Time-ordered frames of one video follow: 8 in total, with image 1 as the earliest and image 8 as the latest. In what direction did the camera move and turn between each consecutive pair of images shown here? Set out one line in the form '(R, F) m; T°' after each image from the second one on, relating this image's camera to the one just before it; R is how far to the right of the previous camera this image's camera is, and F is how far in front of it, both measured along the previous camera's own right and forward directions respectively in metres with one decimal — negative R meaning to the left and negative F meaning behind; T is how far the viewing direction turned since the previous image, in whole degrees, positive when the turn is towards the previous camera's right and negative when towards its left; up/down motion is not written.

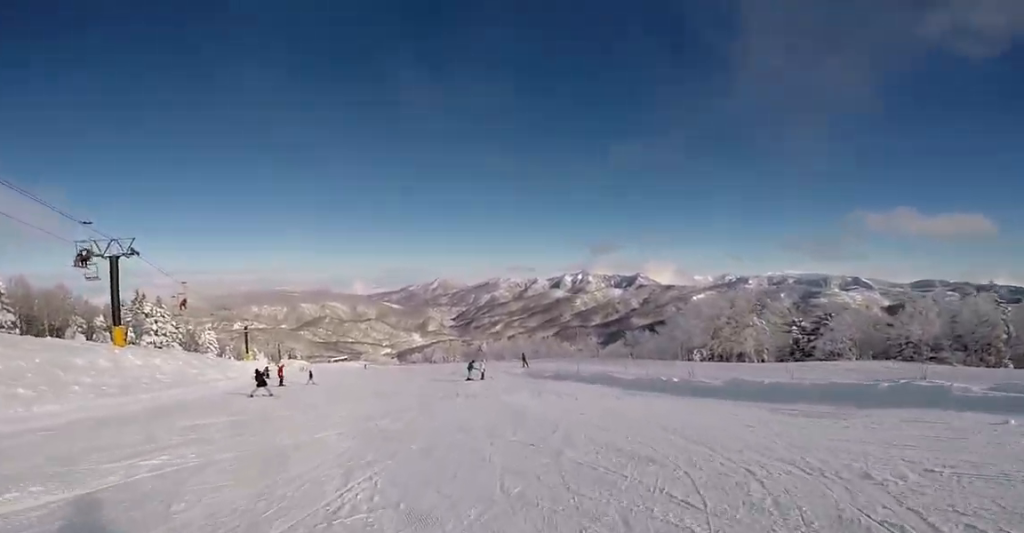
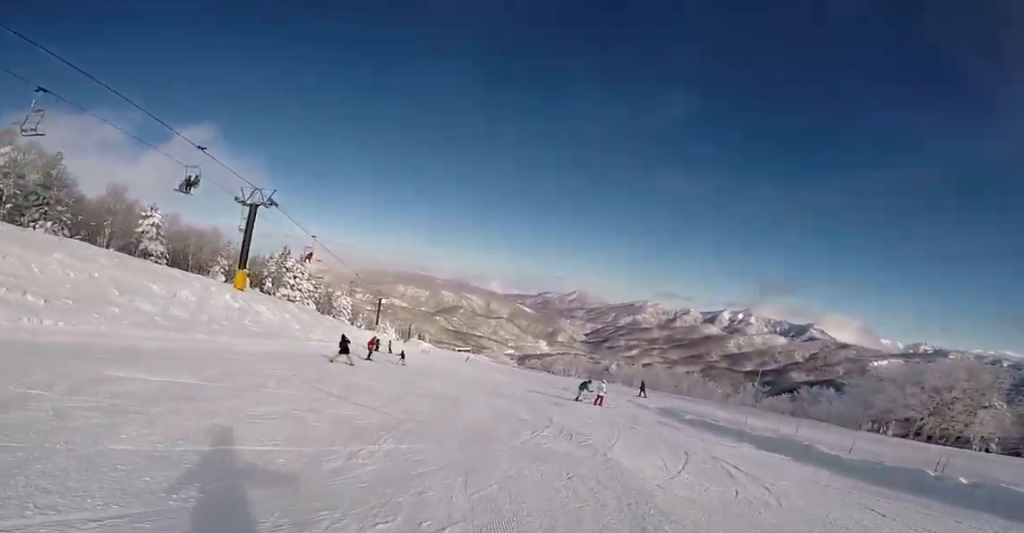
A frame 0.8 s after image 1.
(-0.9, +5.6) m; -7°
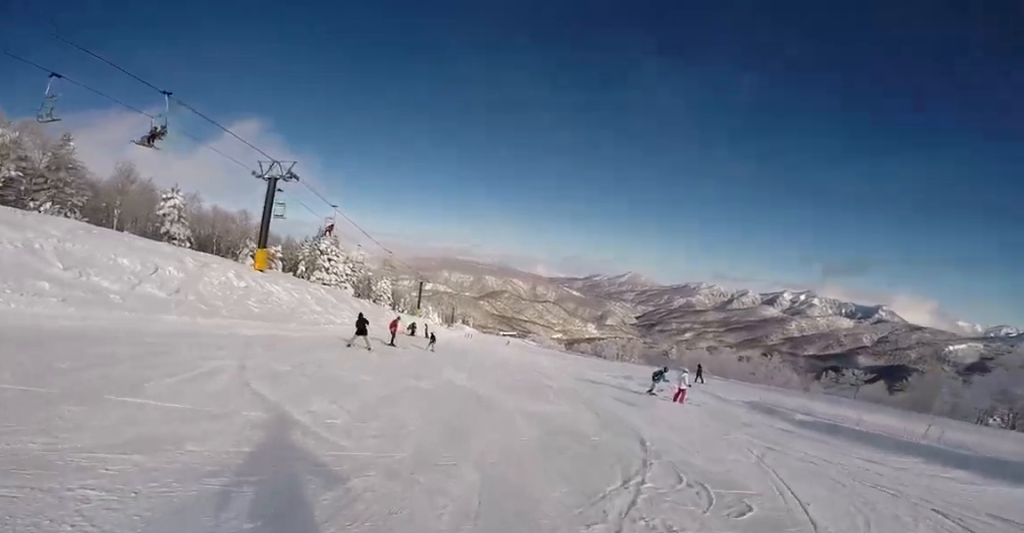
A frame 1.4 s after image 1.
(-0.1, +5.0) m; +2°
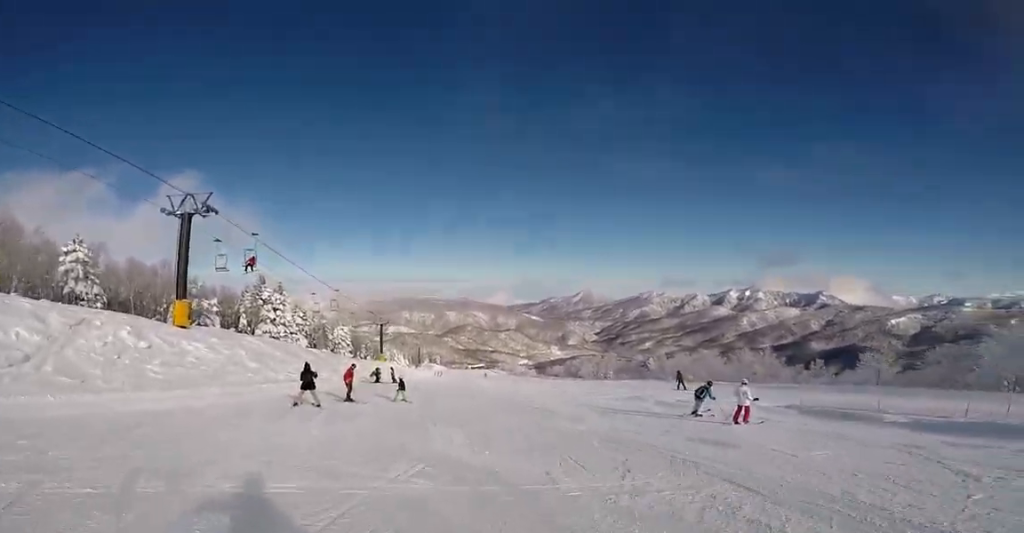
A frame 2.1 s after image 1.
(0.0, +5.4) m; +4°
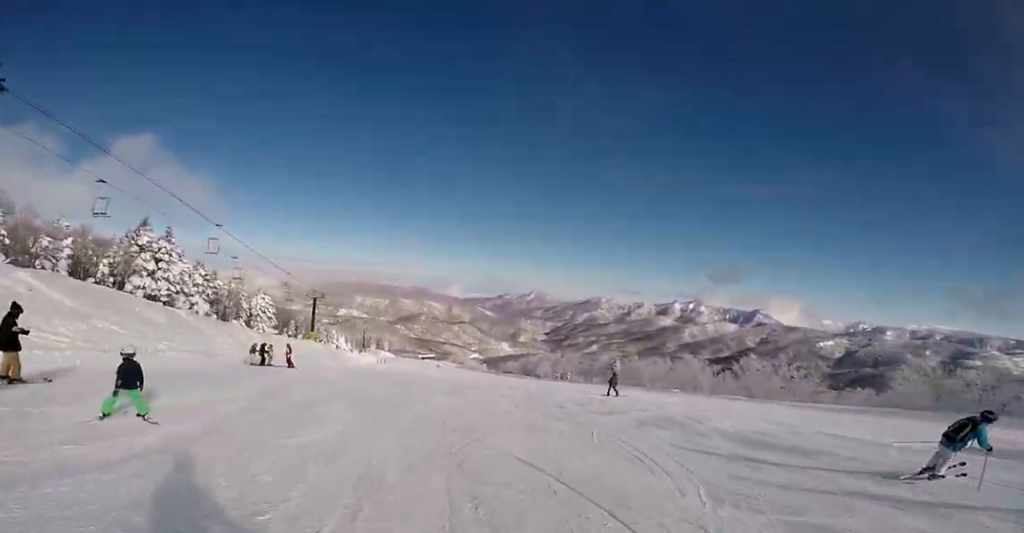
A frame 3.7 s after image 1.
(+0.2, +12.5) m; -5°
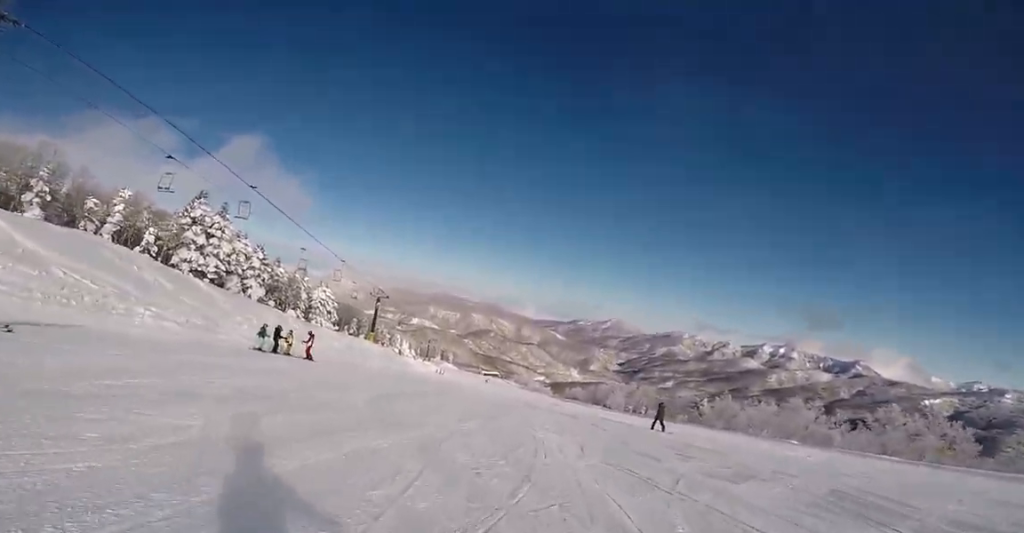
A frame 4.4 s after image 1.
(-0.3, +6.2) m; -3°
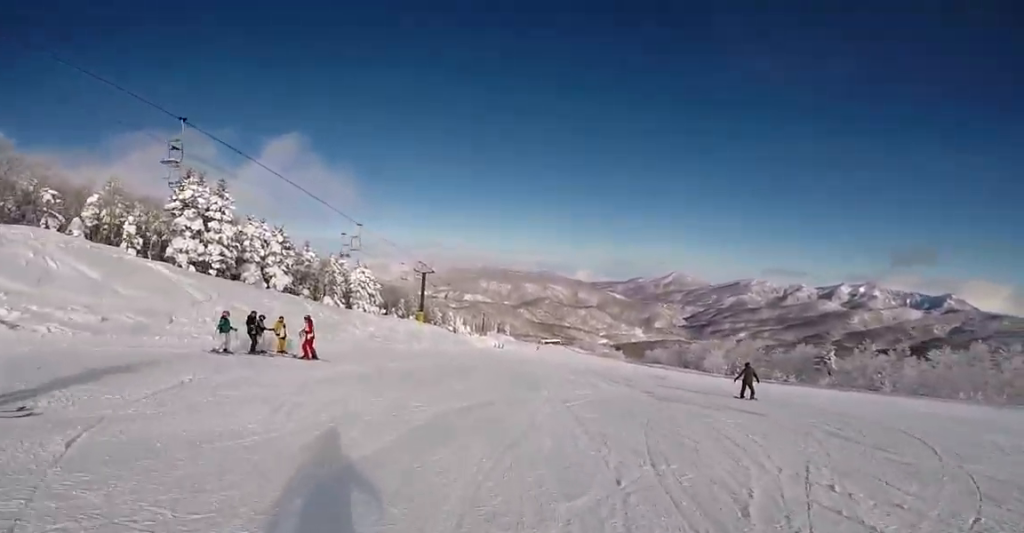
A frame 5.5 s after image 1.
(-0.1, +9.6) m; -1°
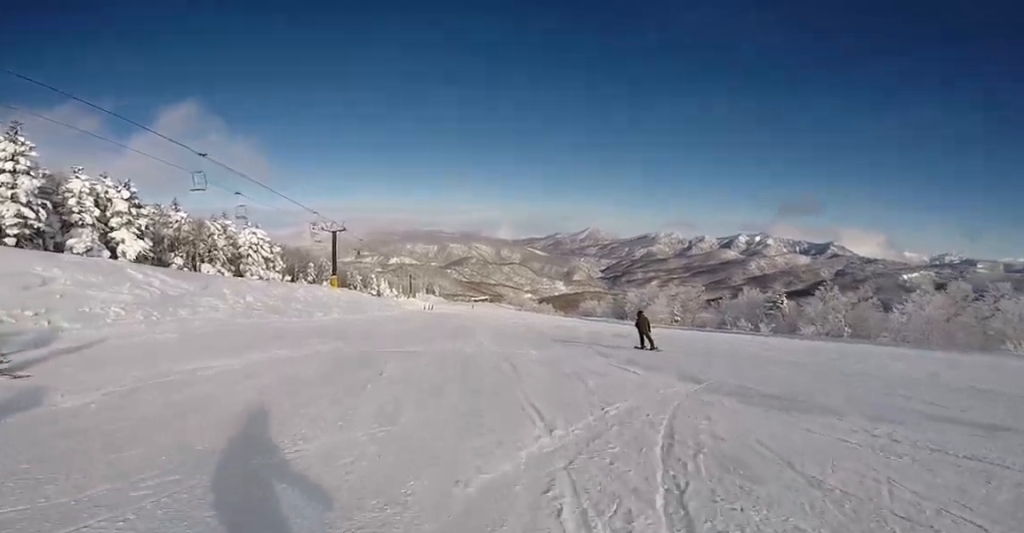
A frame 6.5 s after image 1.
(0.0, +9.2) m; 0°
